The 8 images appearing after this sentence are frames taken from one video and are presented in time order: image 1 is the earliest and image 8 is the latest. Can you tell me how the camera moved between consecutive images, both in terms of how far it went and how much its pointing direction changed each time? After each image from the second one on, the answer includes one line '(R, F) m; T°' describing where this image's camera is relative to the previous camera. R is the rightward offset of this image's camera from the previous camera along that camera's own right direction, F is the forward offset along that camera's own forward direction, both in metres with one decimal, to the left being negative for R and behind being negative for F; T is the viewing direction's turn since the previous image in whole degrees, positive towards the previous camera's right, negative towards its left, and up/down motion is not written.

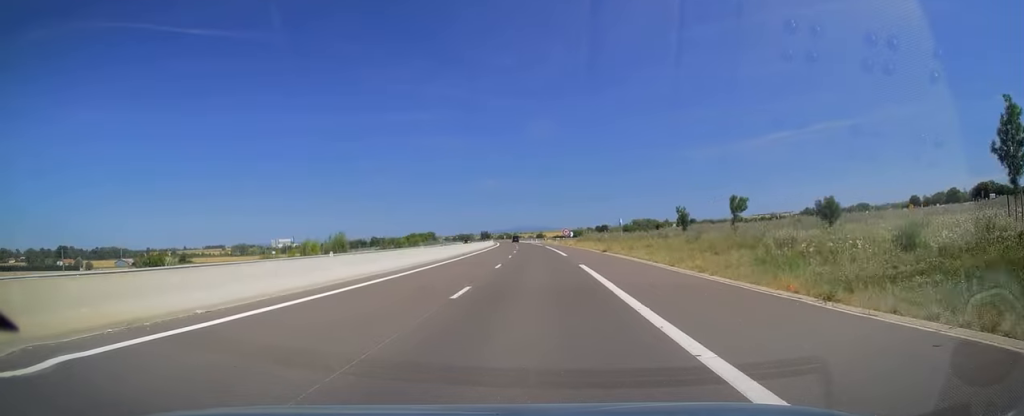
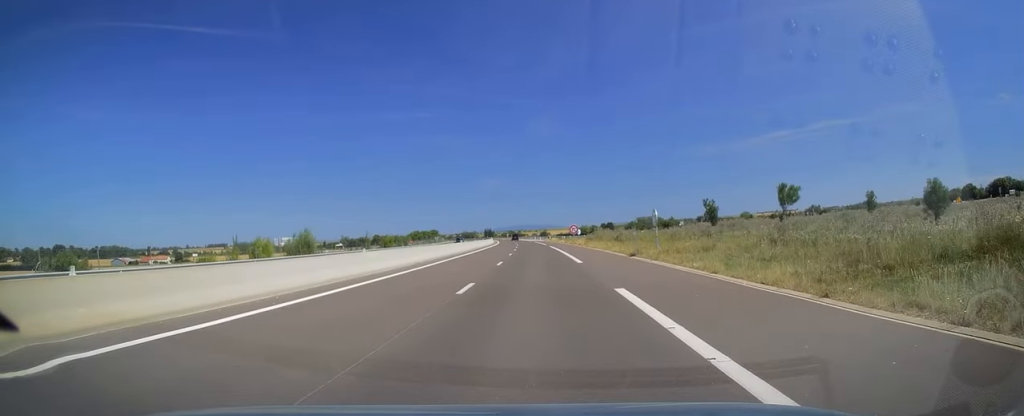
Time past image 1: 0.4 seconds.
(+0.1, +12.2) m; 0°
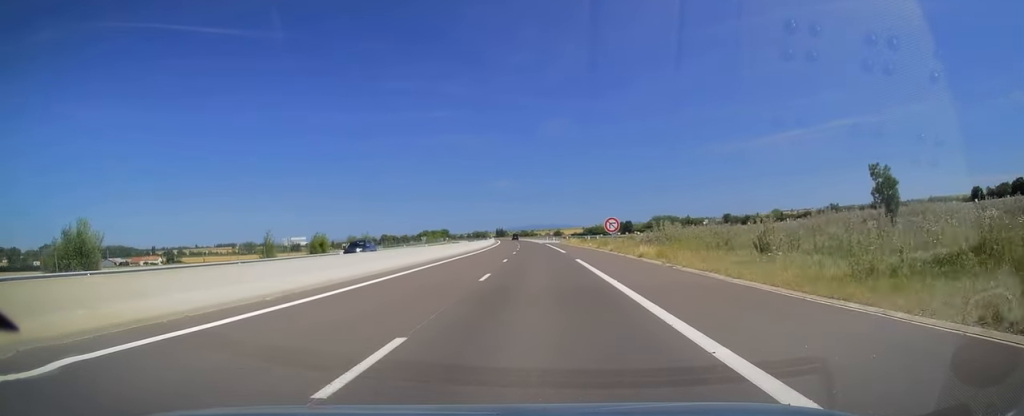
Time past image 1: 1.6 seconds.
(-0.6, +35.2) m; -1°
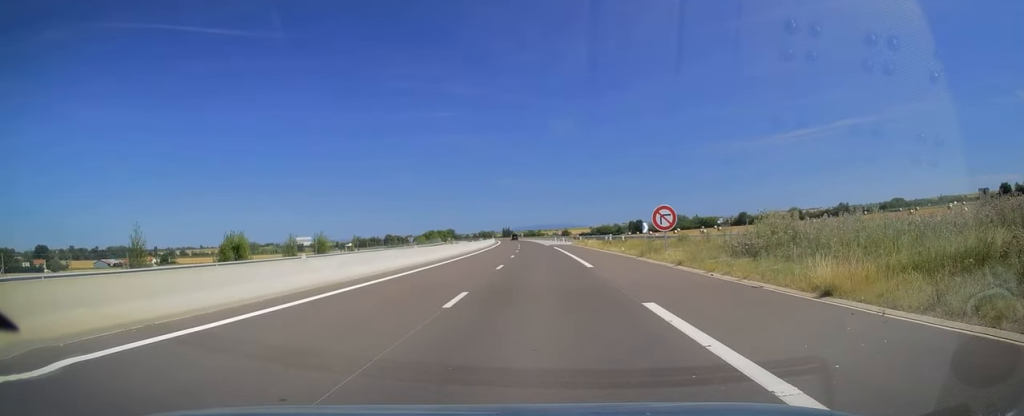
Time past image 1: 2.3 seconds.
(0.0, +19.6) m; -1°
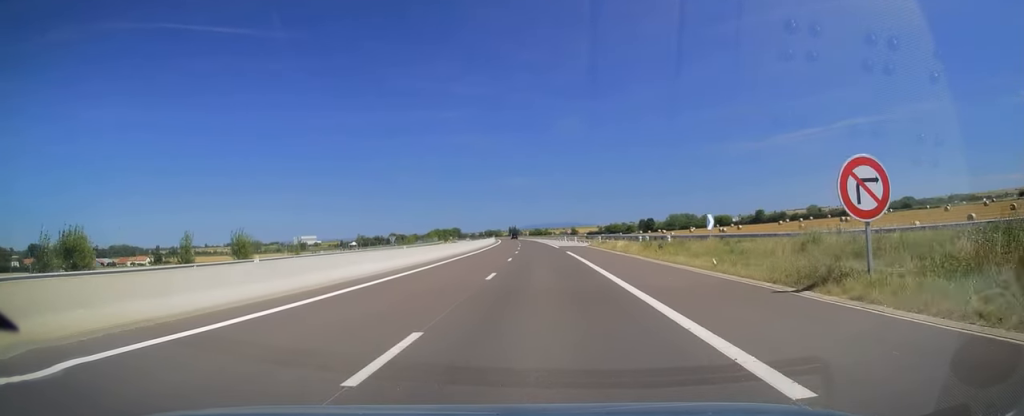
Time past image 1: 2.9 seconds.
(-0.2, +19.1) m; -1°
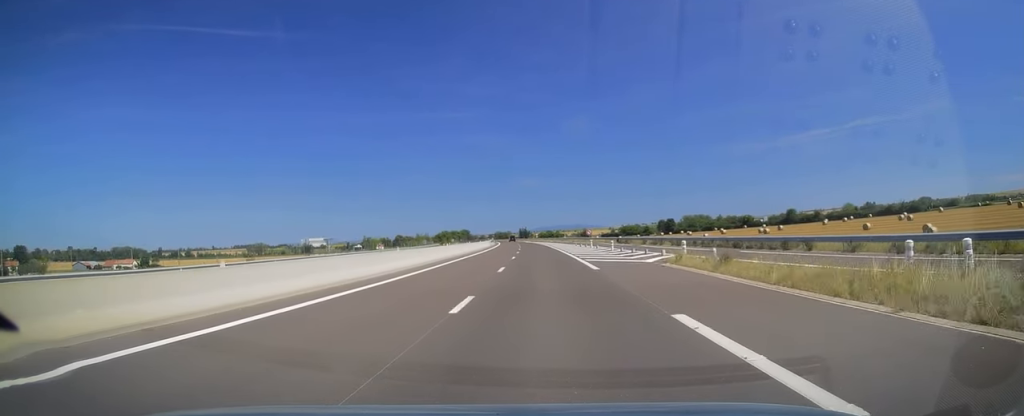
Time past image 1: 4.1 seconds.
(-0.3, +33.7) m; -1°
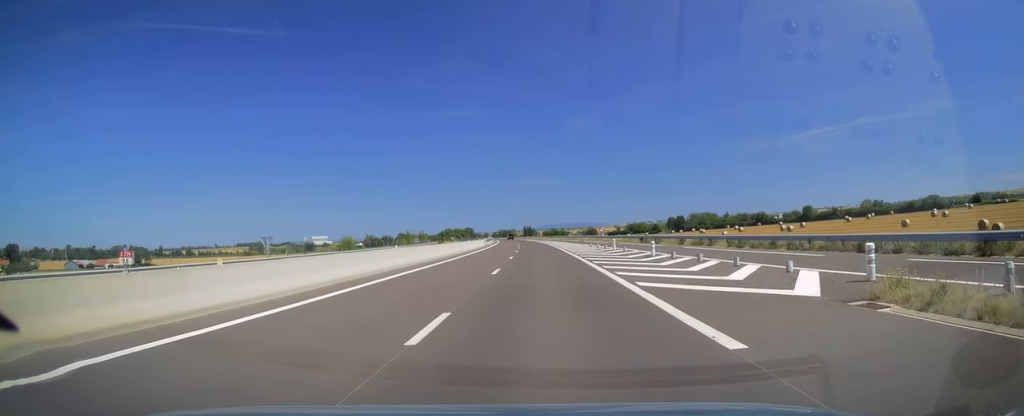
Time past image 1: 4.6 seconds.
(0.0, +16.1) m; -1°
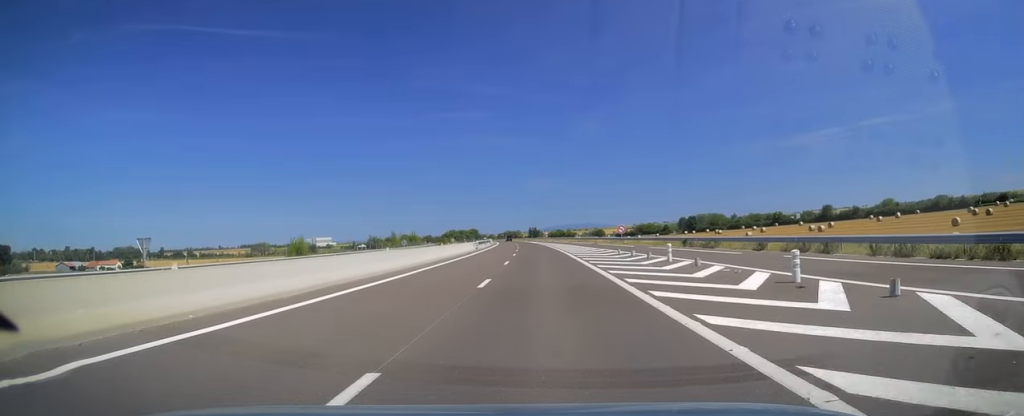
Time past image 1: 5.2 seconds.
(-0.2, +17.6) m; -1°
